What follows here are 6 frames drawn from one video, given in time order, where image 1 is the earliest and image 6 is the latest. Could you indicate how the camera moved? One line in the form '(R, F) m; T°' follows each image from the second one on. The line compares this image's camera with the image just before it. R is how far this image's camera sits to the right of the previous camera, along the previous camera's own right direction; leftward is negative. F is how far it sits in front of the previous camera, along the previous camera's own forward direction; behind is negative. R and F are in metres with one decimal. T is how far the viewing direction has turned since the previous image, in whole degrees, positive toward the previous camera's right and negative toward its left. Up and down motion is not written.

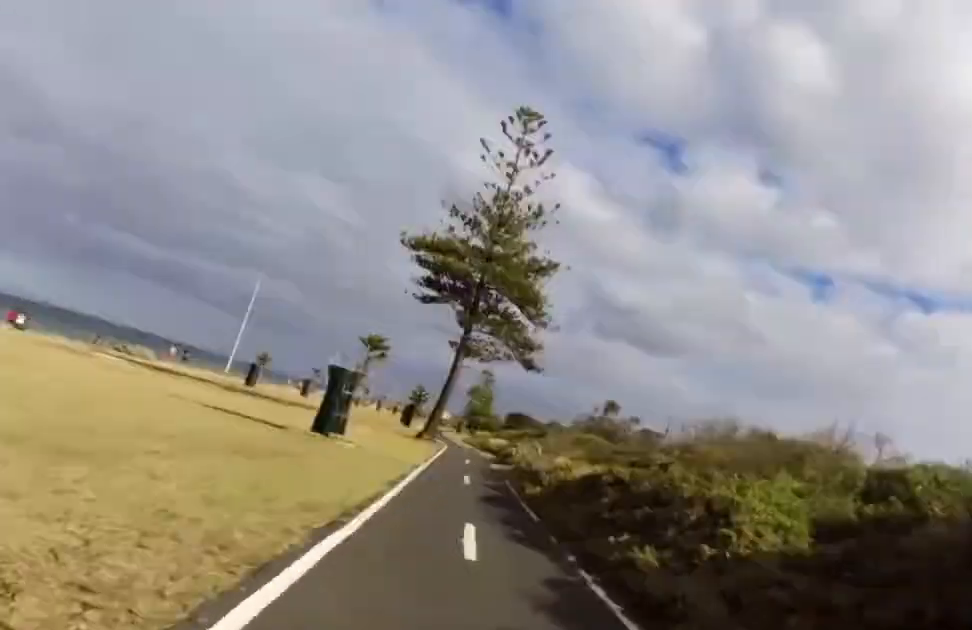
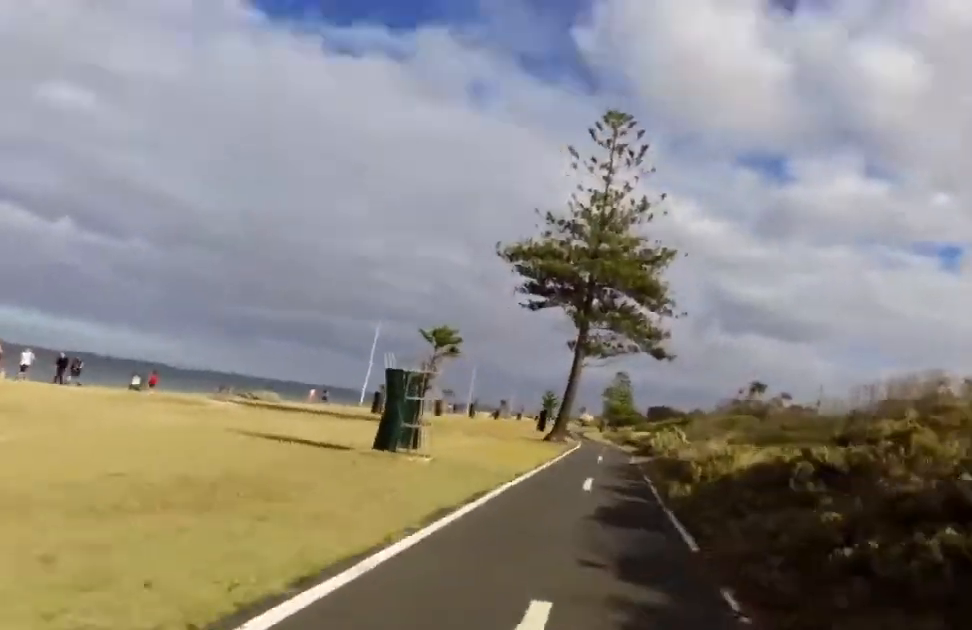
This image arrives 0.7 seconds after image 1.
(-0.1, +4.8) m; -4°
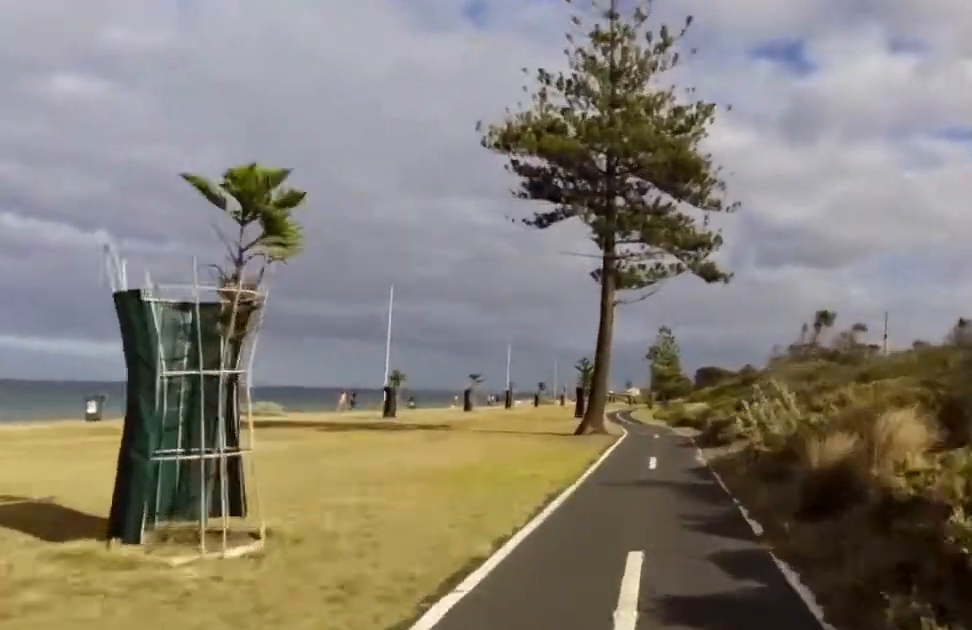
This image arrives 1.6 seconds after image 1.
(-0.6, +7.1) m; 0°
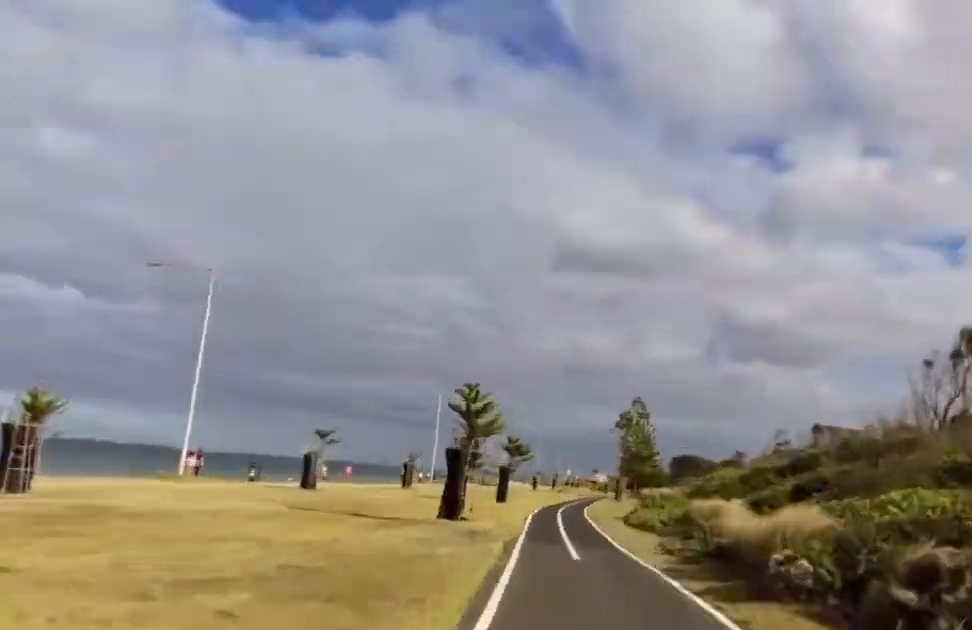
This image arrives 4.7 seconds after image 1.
(-2.4, +22.5) m; -22°
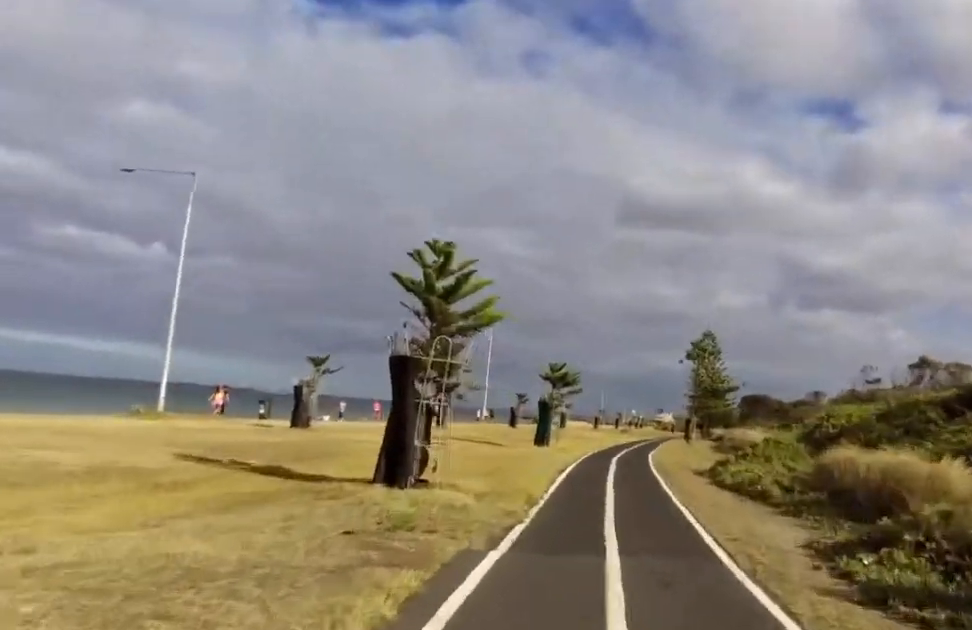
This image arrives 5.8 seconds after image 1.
(-0.7, +8.3) m; +5°
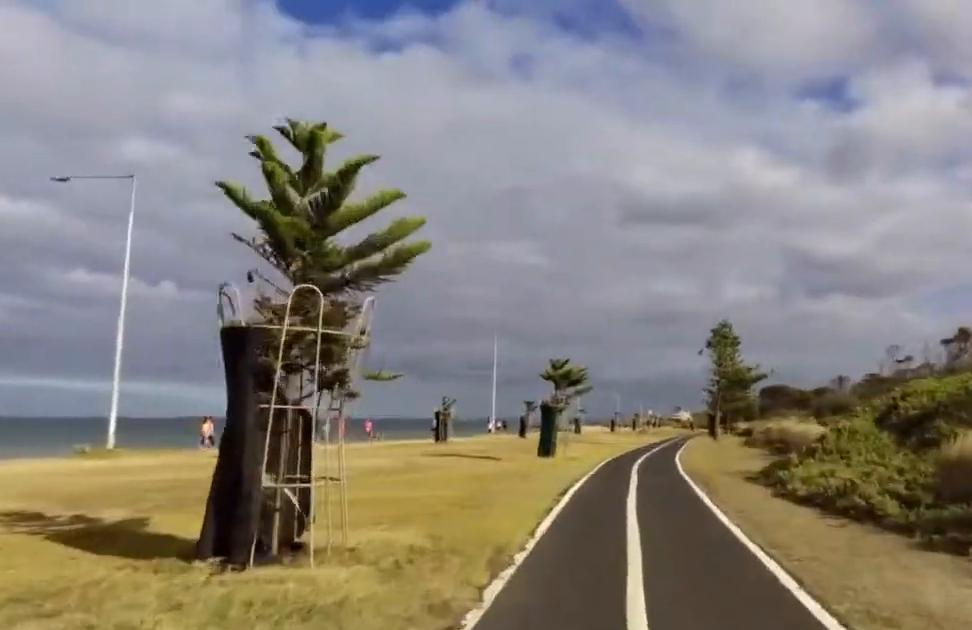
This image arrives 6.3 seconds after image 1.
(+0.7, +4.1) m; +8°
